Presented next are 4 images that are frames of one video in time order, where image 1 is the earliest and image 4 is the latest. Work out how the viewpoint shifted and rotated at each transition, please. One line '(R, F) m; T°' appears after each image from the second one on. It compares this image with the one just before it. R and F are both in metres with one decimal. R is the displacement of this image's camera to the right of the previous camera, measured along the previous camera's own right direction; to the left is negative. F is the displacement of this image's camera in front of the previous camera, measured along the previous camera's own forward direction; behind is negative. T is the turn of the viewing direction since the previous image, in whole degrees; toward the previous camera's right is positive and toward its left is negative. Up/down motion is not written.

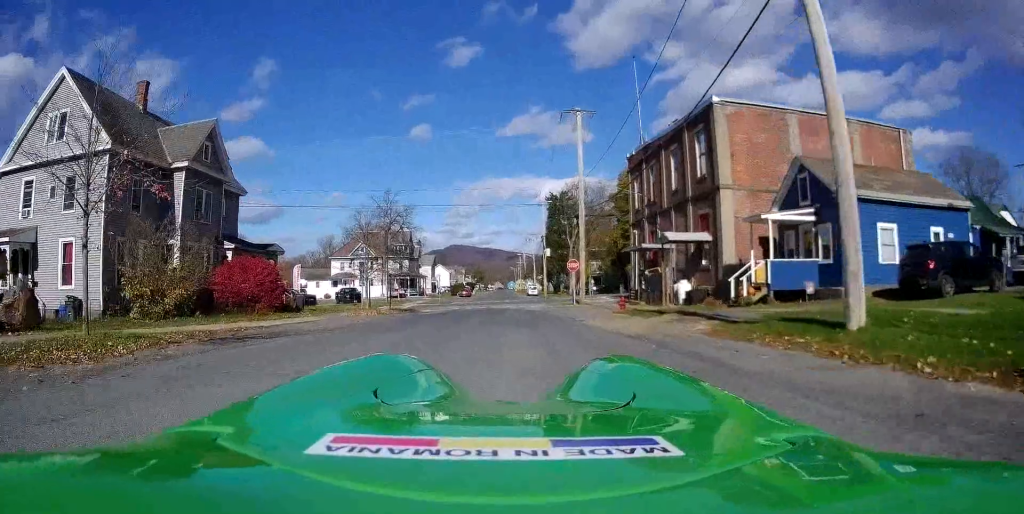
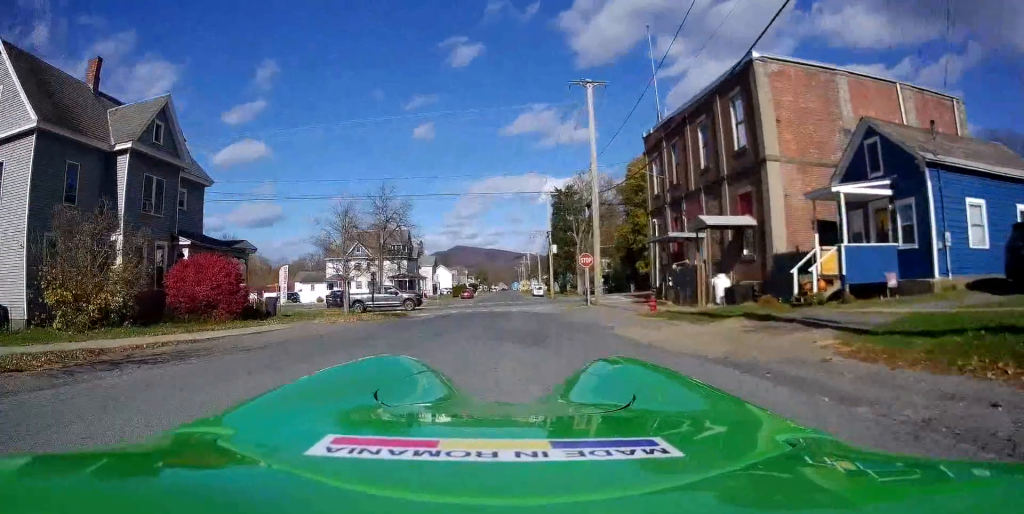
(-0.1, +5.1) m; -1°
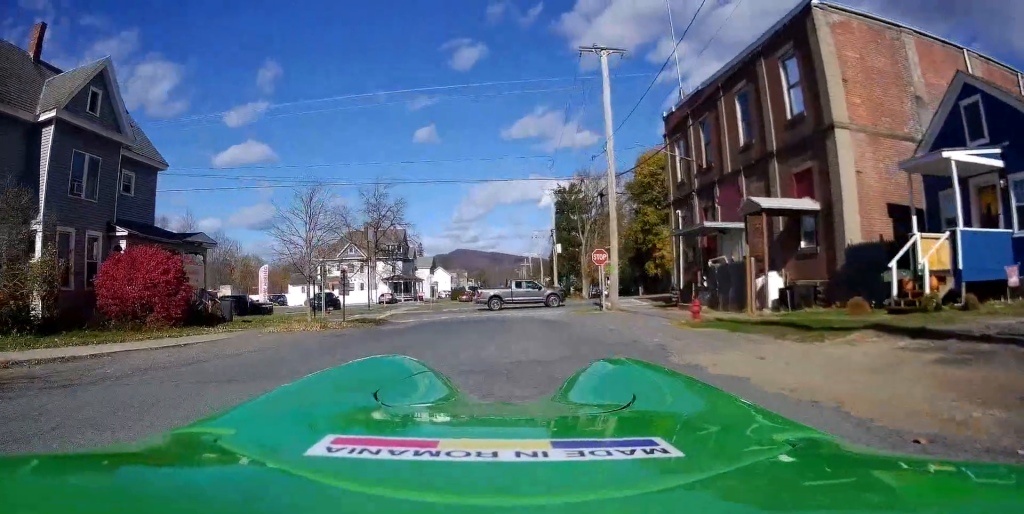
(0.0, +5.3) m; -1°
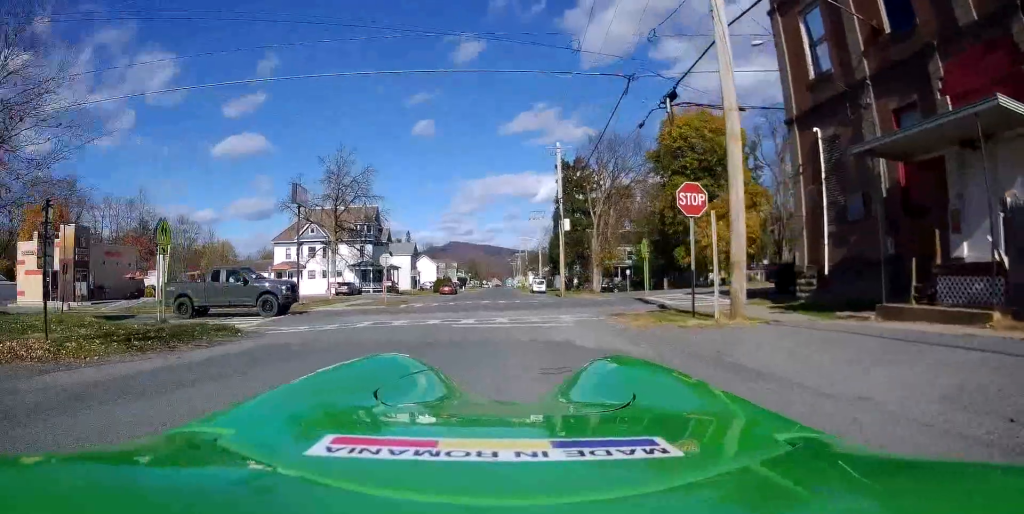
(+1.1, +15.6) m; +3°
